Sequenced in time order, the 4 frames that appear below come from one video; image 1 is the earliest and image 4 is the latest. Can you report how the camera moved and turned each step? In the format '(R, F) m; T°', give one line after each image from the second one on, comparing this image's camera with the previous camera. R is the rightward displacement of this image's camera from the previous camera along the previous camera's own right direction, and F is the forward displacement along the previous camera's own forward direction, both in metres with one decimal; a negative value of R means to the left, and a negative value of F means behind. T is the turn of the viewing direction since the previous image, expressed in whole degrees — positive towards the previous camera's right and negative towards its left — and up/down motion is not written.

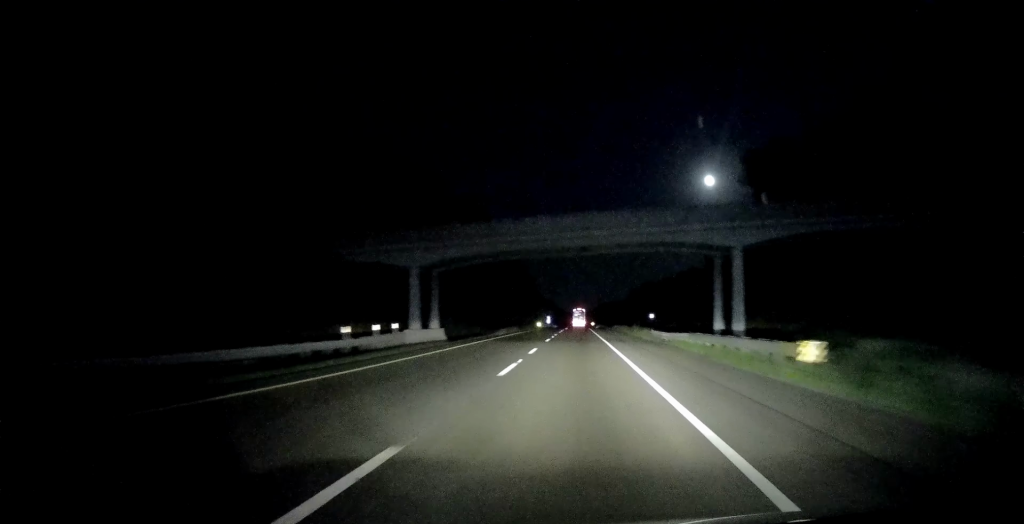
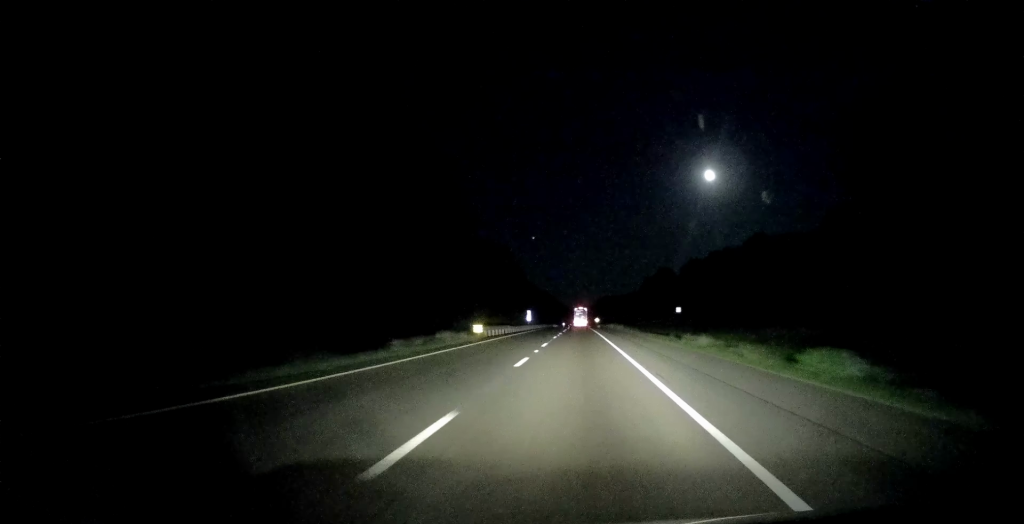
(-0.8, +67.4) m; 0°
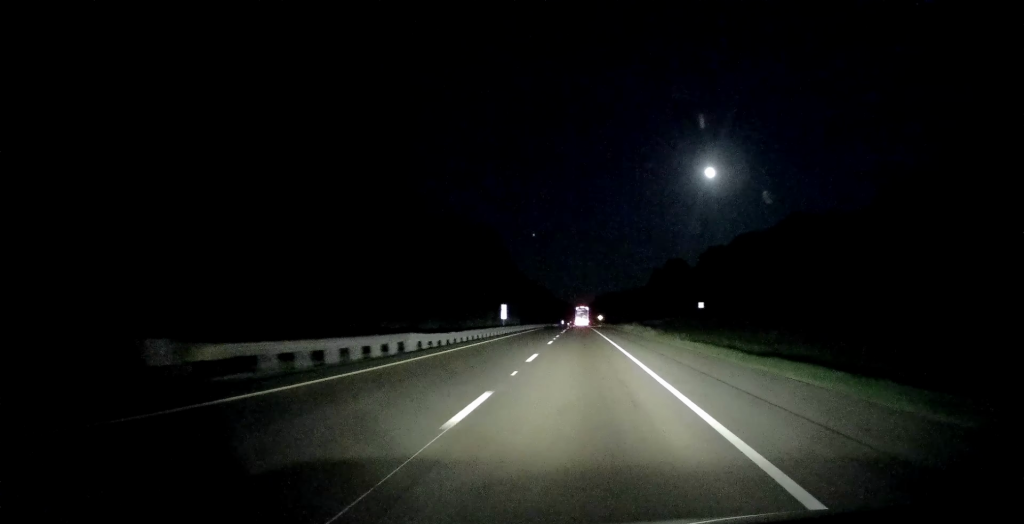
(+0.5, +33.7) m; +1°
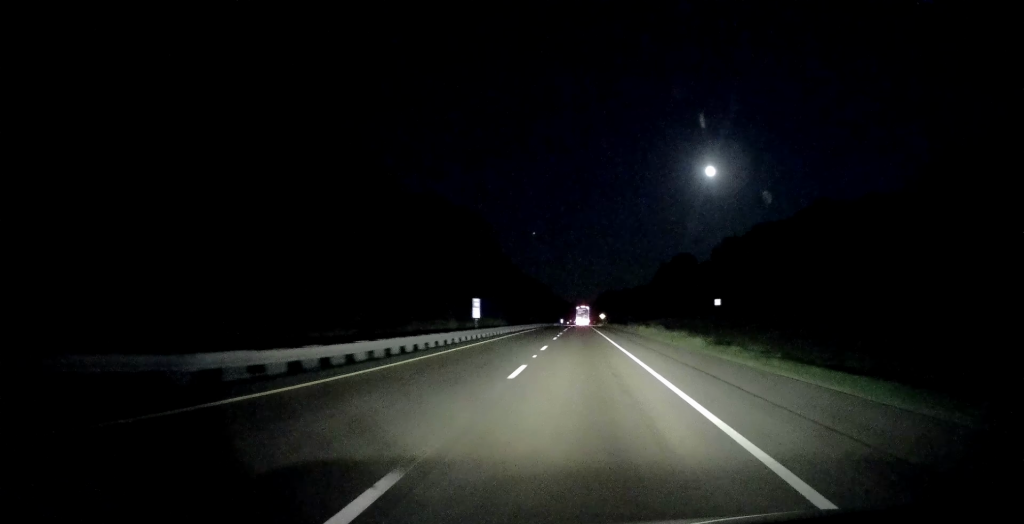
(0.0, +18.0) m; 0°
